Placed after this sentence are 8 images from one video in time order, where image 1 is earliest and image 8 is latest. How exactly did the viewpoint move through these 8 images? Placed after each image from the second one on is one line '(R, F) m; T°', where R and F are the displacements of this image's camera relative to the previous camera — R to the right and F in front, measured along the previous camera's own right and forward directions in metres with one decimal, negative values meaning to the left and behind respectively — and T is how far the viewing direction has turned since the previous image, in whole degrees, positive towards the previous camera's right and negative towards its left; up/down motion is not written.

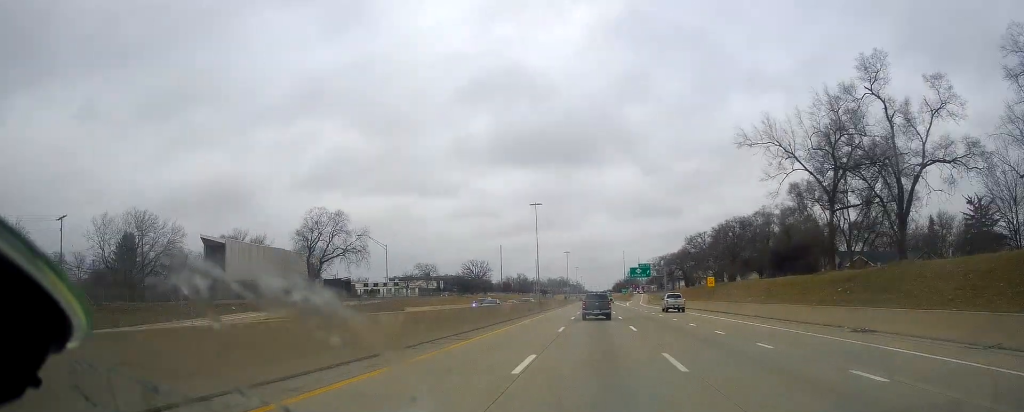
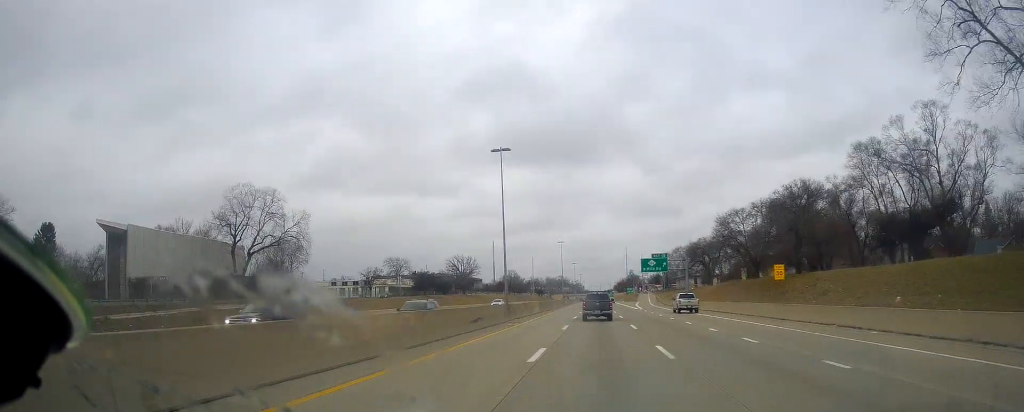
(+0.5, +28.5) m; 0°
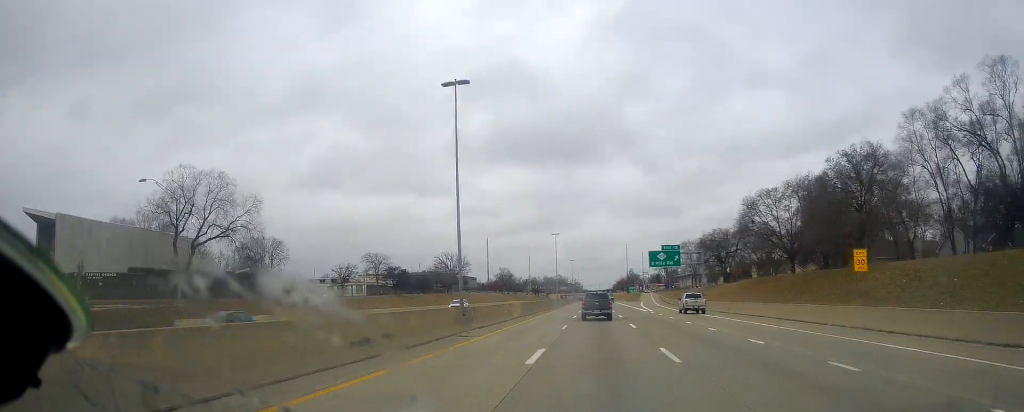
(0.0, +15.8) m; 0°
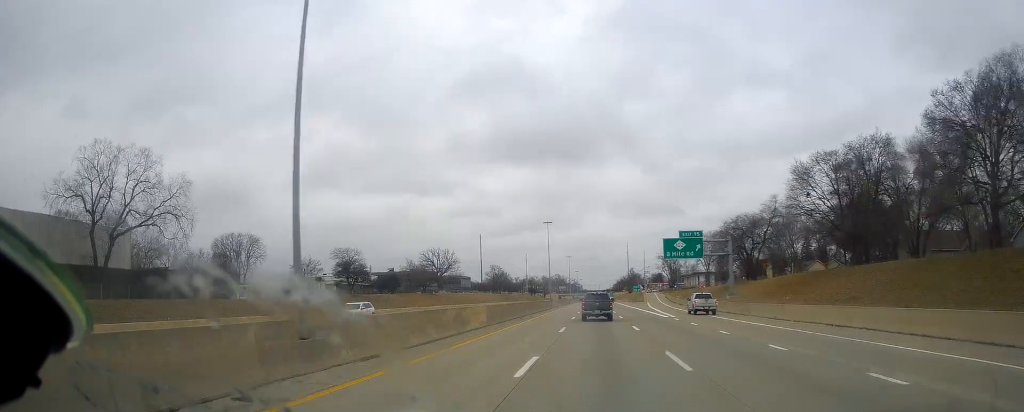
(-0.4, +17.8) m; 0°
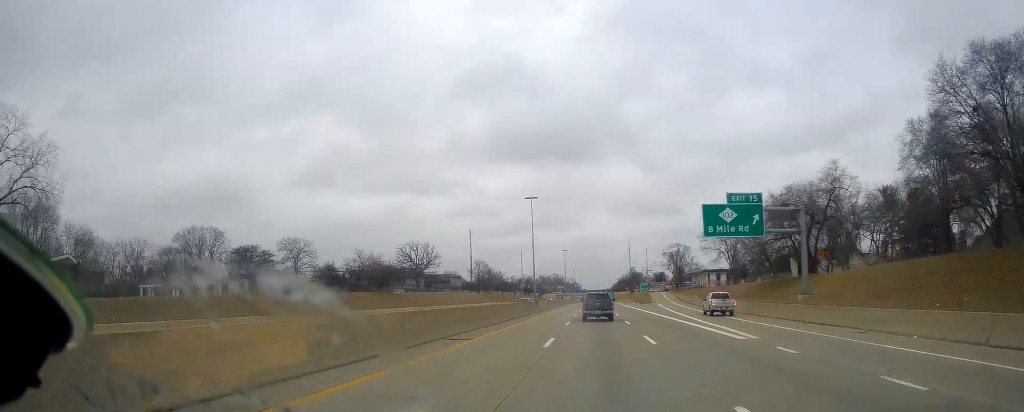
(+0.3, +23.9) m; 0°
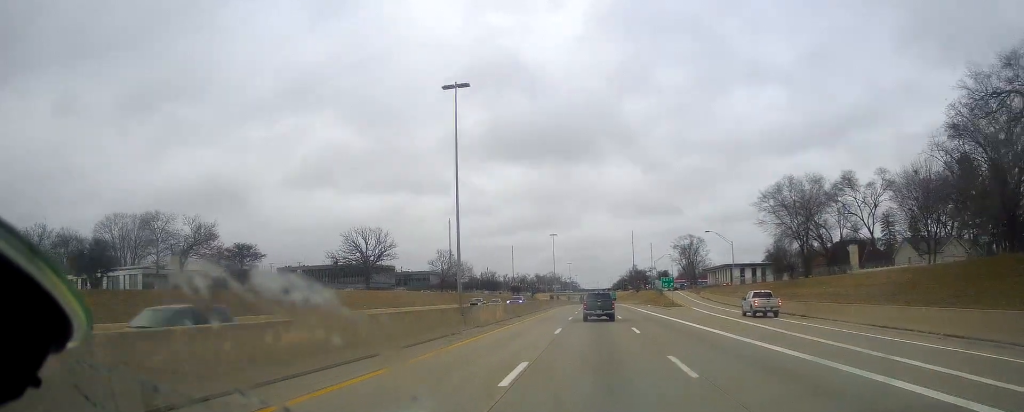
(+0.1, +39.3) m; -1°
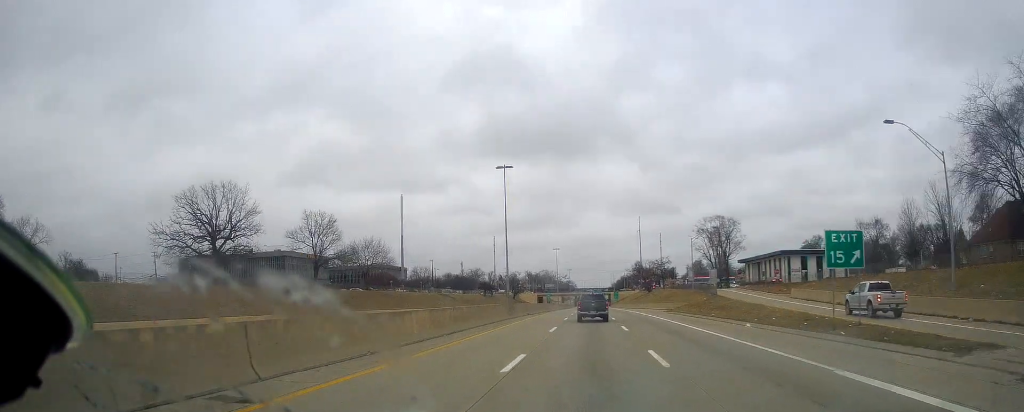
(+0.4, +59.9) m; +1°
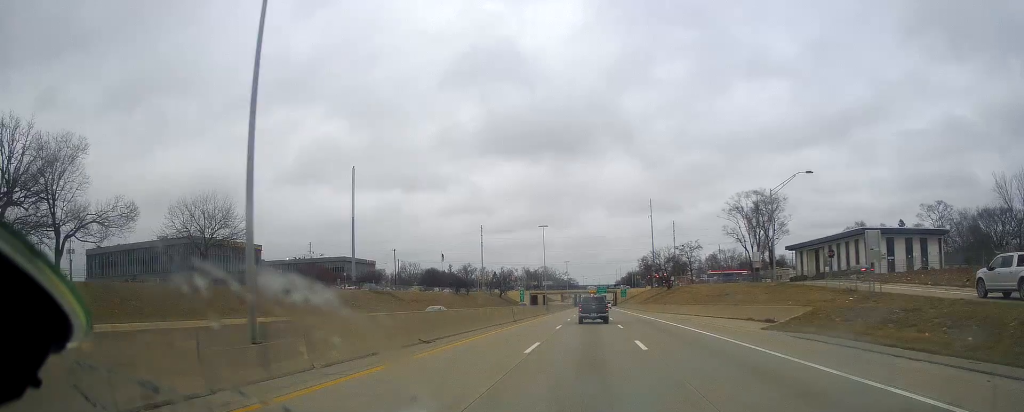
(-0.1, +40.9) m; 0°
